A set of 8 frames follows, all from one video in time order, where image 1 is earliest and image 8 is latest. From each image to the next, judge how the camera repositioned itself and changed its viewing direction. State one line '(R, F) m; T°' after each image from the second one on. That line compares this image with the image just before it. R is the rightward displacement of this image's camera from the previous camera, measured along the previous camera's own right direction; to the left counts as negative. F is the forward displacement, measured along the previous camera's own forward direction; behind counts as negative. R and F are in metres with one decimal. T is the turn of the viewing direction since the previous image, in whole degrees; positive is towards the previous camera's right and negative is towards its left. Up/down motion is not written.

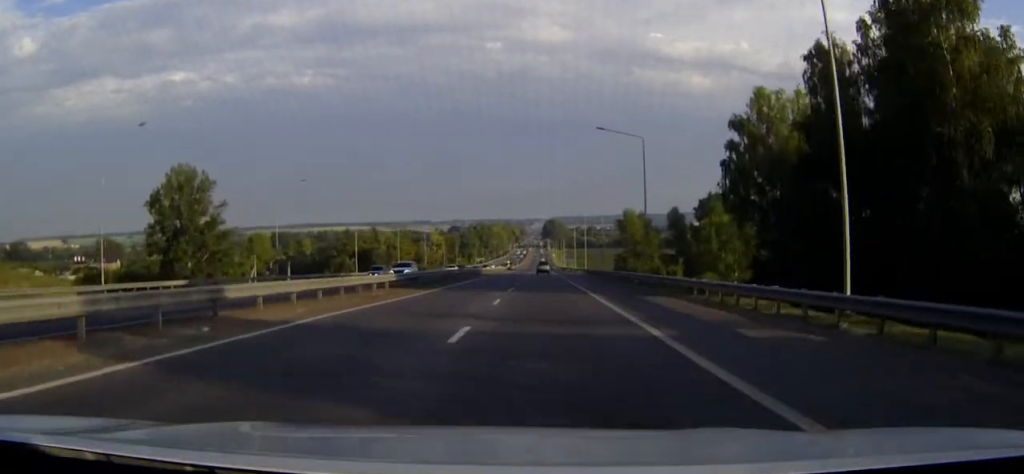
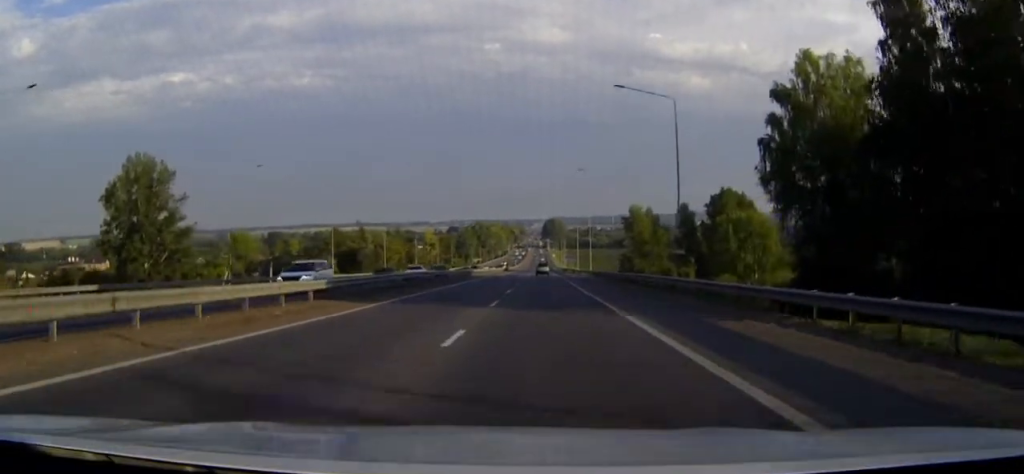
(0.0, +12.8) m; 0°
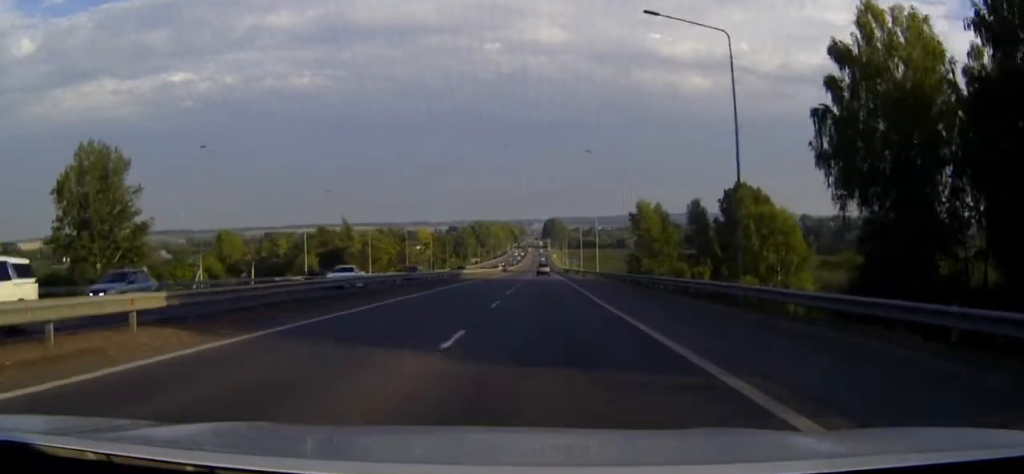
(0.0, +12.0) m; 0°
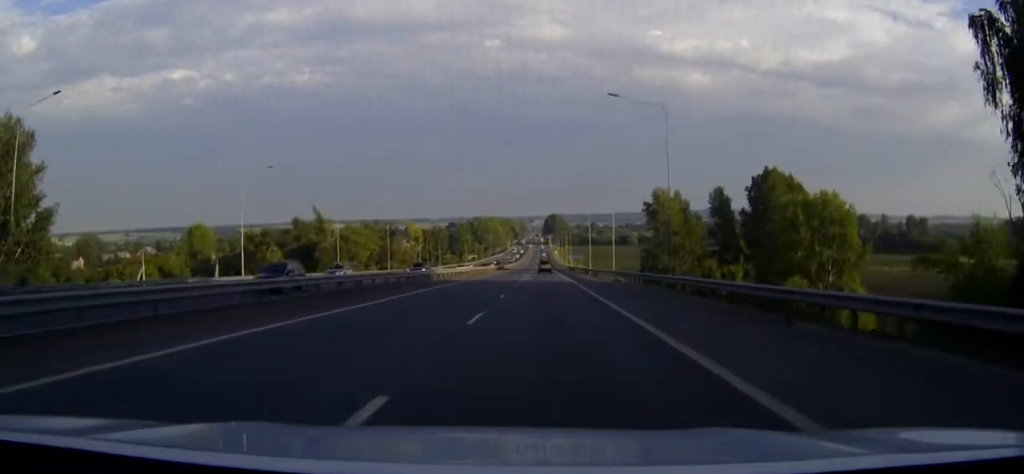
(0.0, +20.0) m; 0°
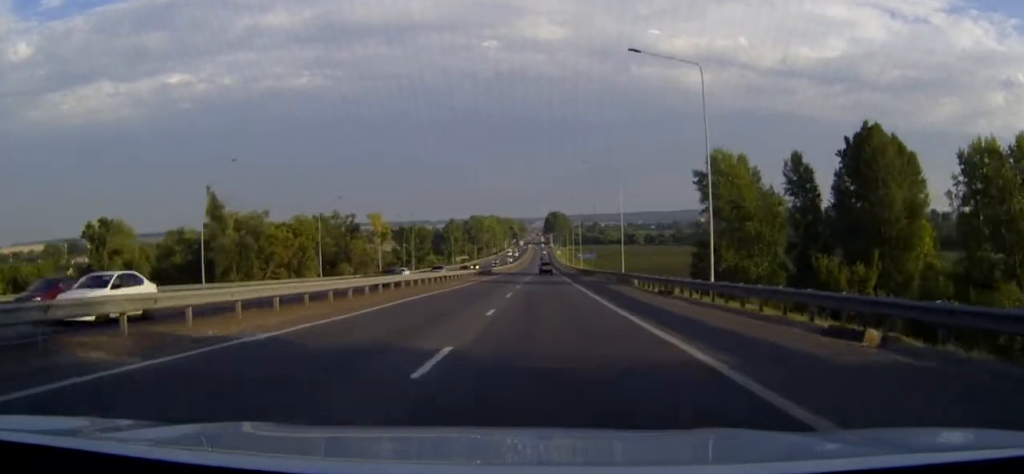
(0.0, +42.9) m; 0°
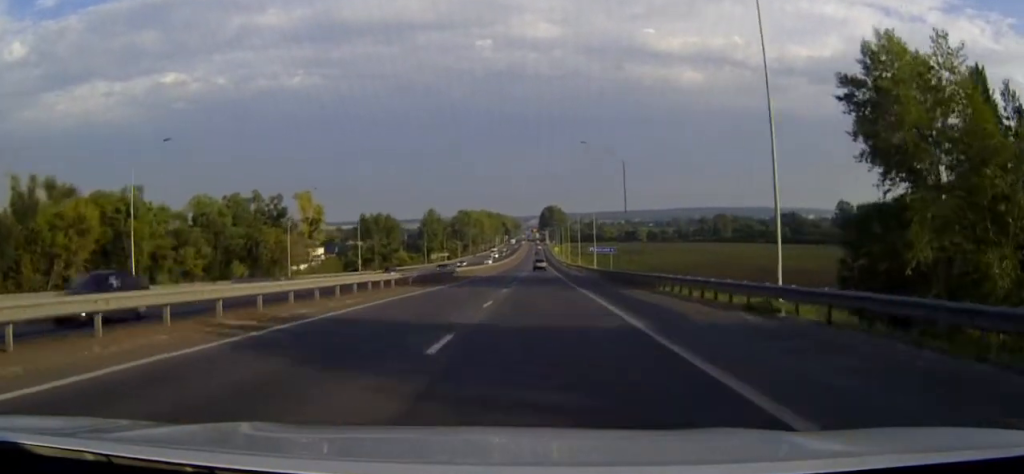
(0.0, +45.1) m; 0°
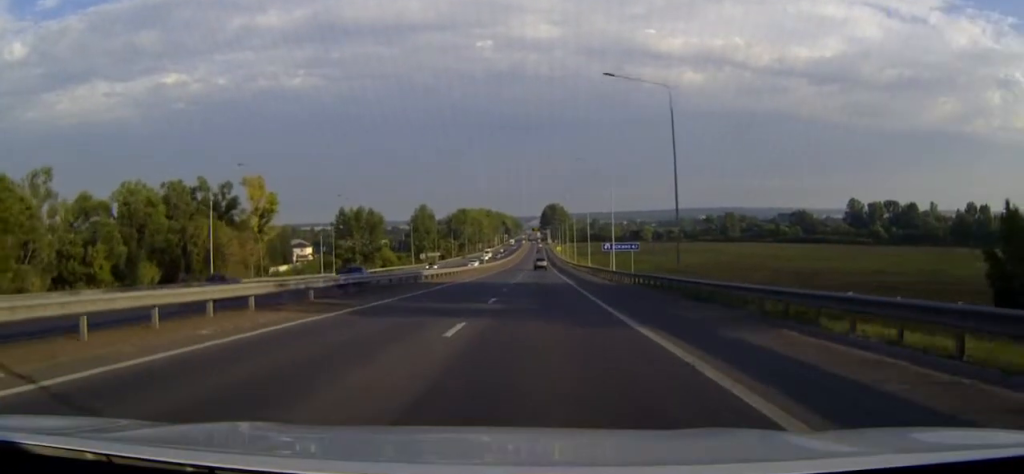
(0.0, +21.3) m; 0°
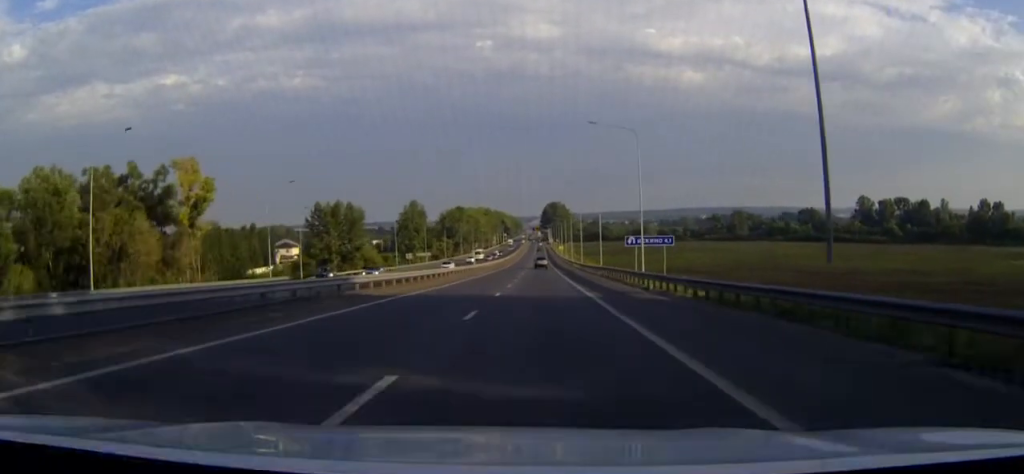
(0.0, +19.6) m; 0°
